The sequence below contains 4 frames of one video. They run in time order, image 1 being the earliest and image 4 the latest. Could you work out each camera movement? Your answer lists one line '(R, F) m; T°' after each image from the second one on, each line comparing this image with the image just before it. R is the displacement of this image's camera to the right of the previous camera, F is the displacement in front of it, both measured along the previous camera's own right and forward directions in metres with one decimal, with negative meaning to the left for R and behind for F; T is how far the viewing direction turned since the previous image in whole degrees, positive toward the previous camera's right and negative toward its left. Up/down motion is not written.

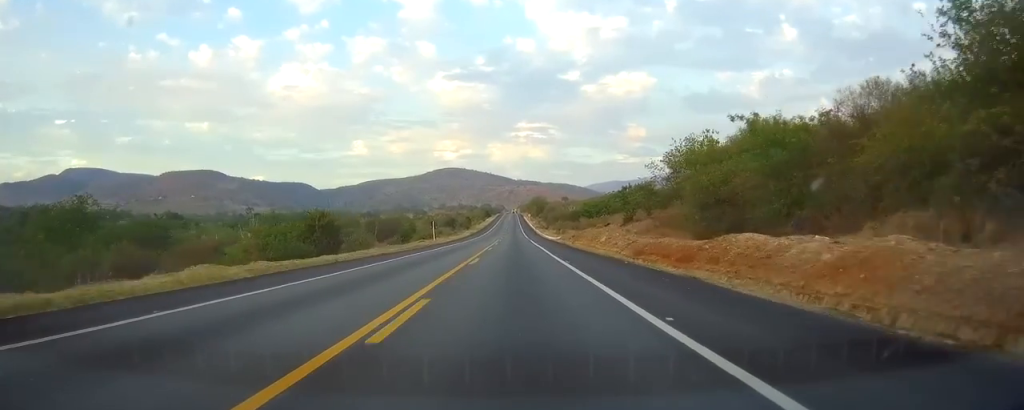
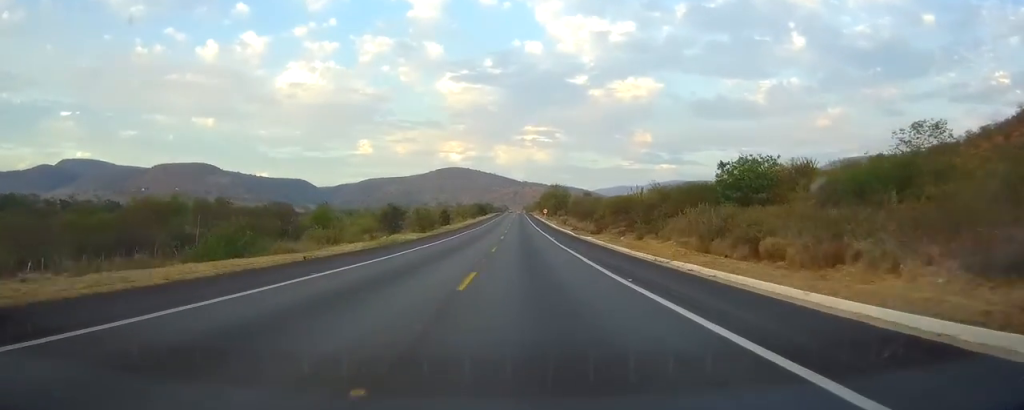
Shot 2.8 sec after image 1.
(+0.2, +95.7) m; 0°
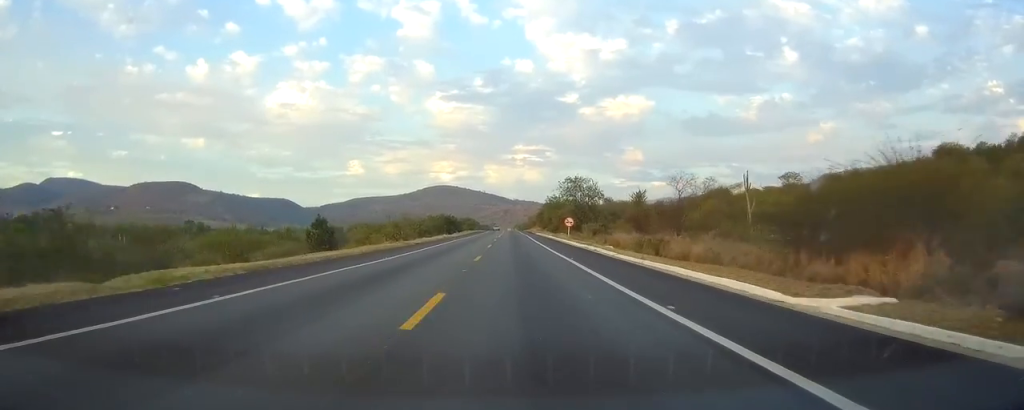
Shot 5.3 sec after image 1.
(+0.1, +90.0) m; 0°
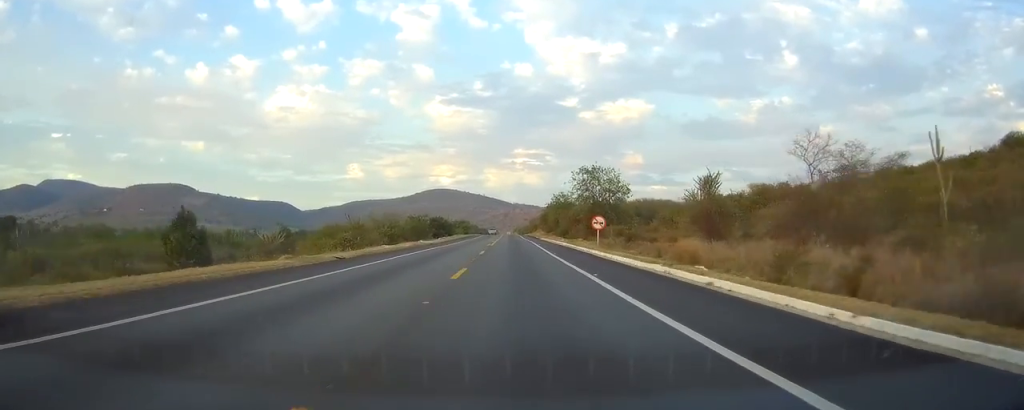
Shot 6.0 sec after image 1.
(0.0, +25.2) m; 0°
